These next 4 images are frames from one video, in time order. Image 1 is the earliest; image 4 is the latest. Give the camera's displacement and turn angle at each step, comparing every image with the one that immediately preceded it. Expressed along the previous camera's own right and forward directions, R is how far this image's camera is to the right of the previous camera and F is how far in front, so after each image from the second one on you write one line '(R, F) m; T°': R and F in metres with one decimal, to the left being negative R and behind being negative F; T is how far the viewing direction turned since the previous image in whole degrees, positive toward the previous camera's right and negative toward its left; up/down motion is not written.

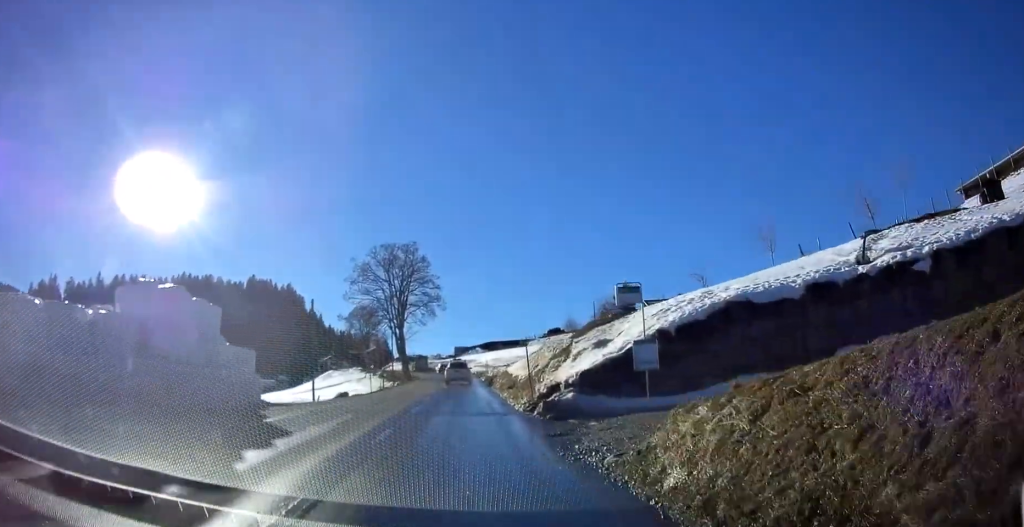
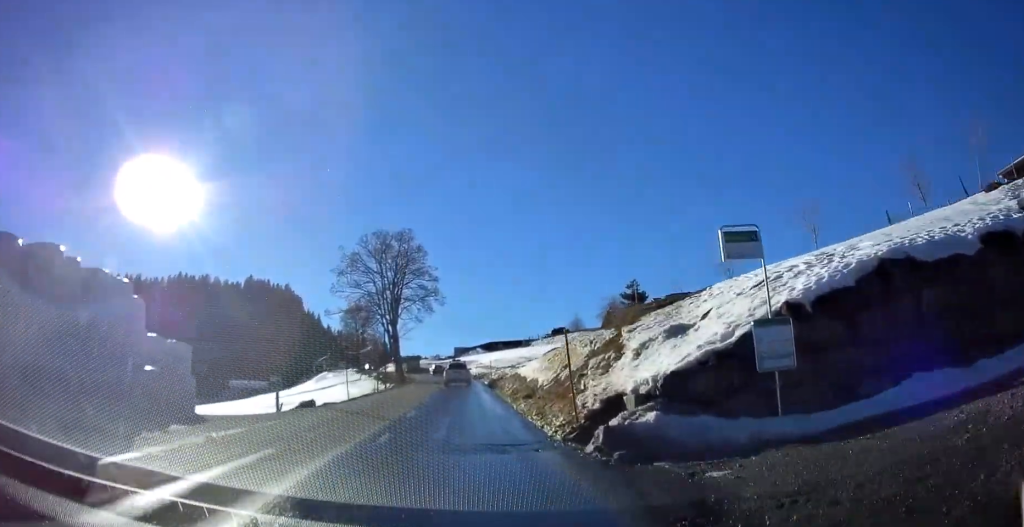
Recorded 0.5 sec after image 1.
(0.0, +6.9) m; 0°
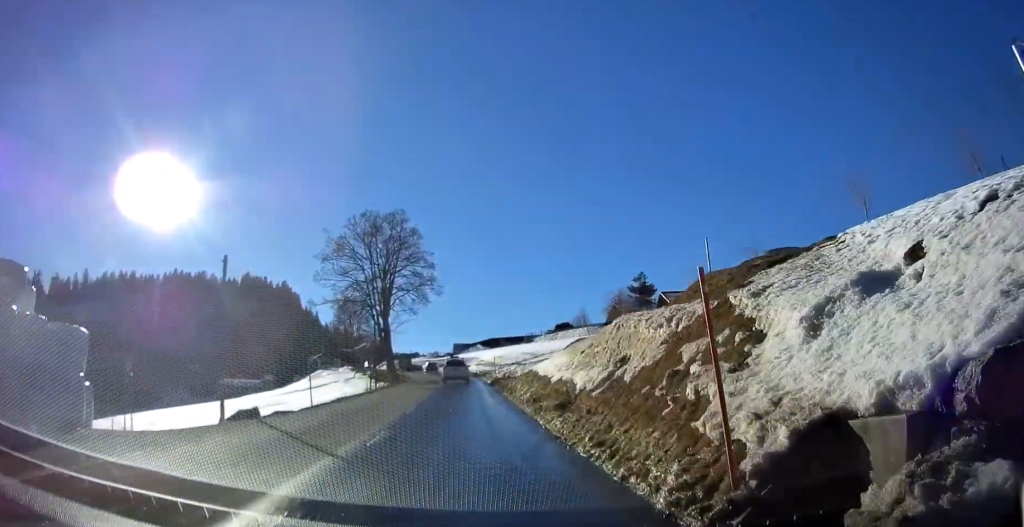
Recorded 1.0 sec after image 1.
(0.0, +6.0) m; 0°
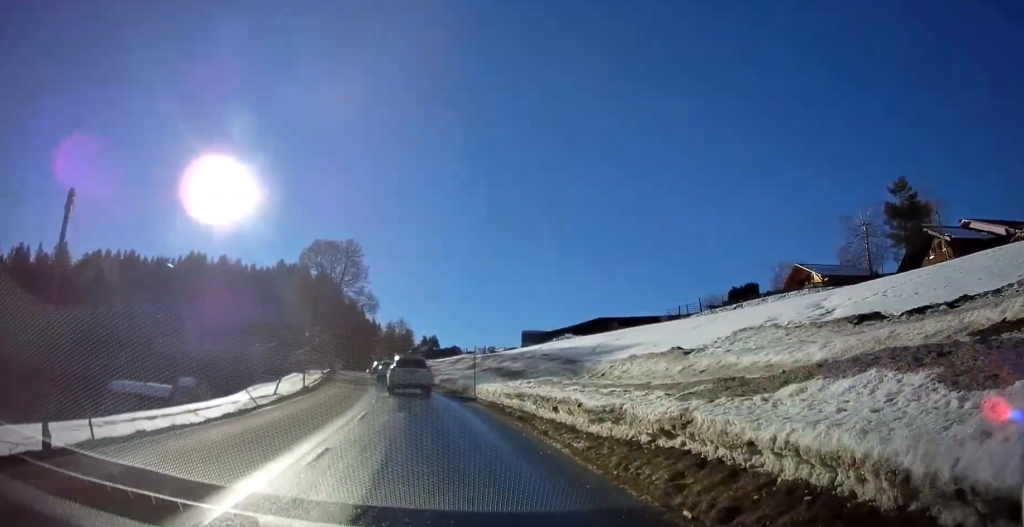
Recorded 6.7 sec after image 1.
(-1.9, +71.4) m; -7°
